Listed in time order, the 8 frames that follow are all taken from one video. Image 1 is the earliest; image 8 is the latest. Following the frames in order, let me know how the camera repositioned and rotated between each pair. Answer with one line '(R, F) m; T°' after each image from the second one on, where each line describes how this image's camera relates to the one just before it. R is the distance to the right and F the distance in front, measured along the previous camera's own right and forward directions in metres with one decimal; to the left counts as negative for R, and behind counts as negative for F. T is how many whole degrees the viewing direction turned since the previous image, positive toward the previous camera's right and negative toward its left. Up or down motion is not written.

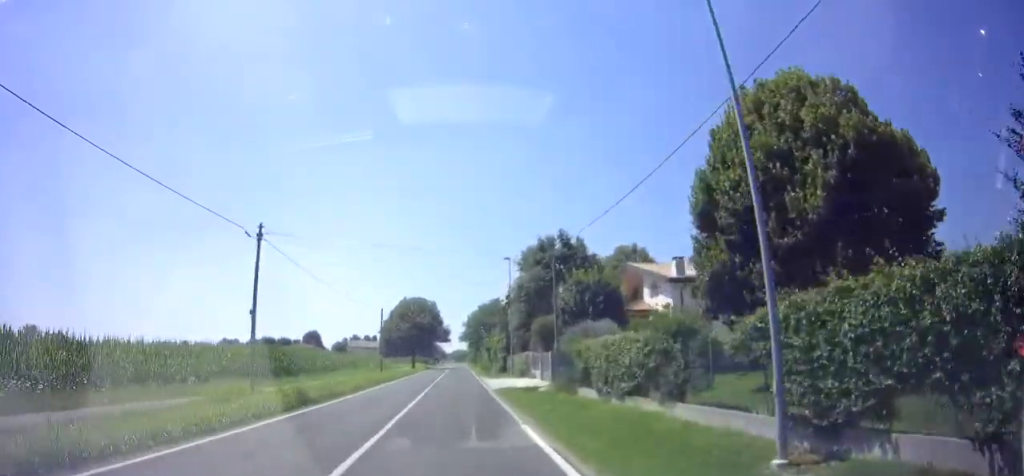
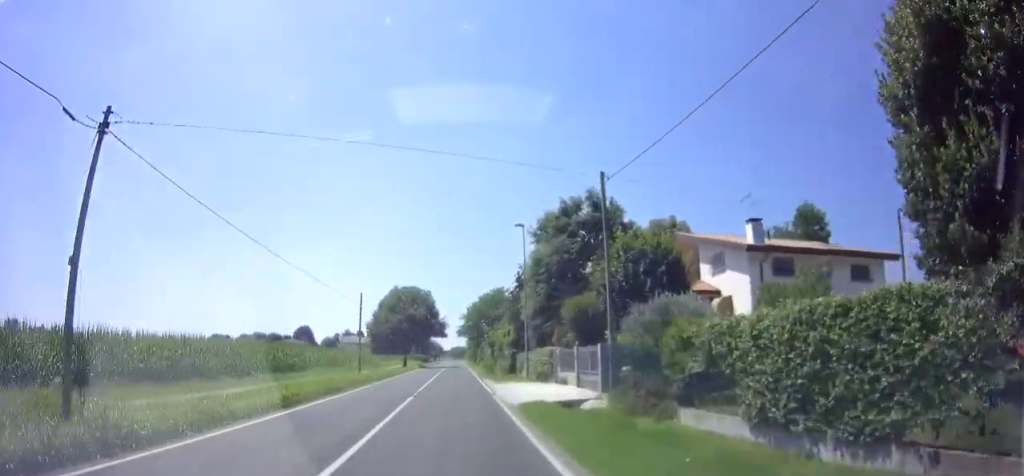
(-0.3, +10.4) m; 0°
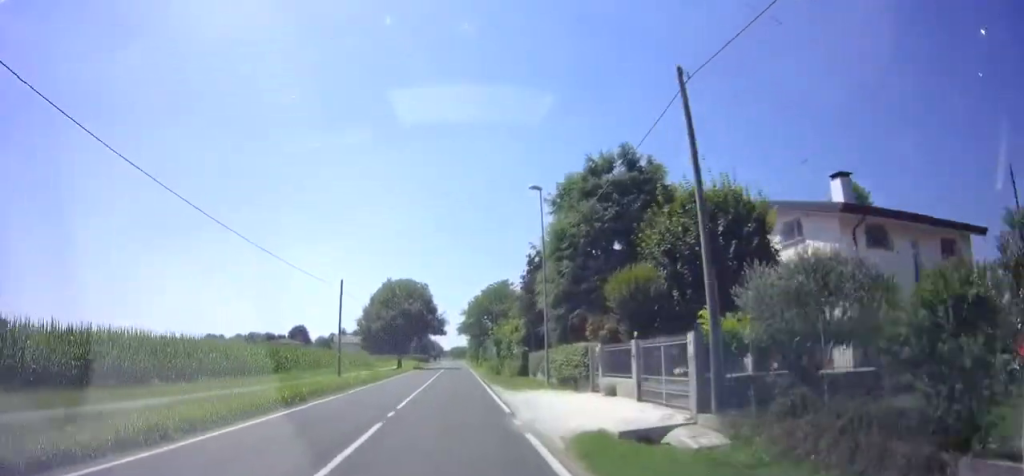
(+0.2, +7.0) m; 0°
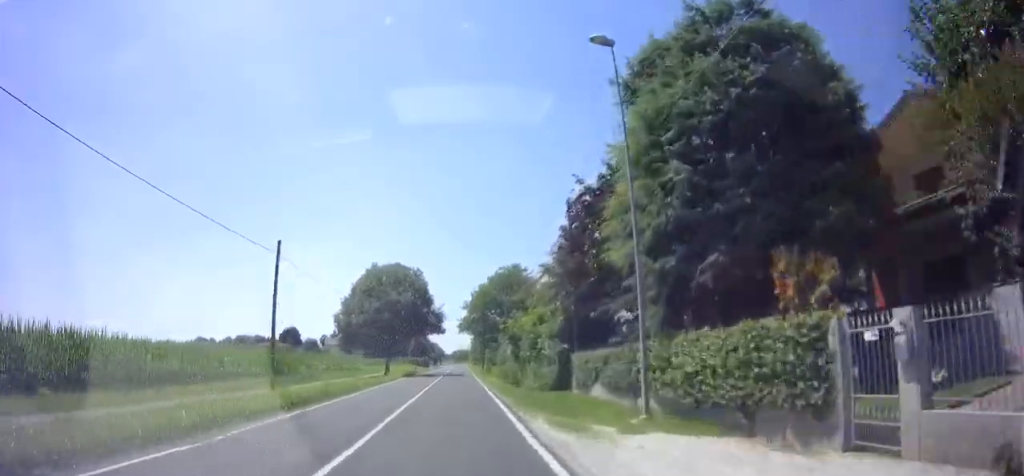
(+0.1, +12.4) m; 0°
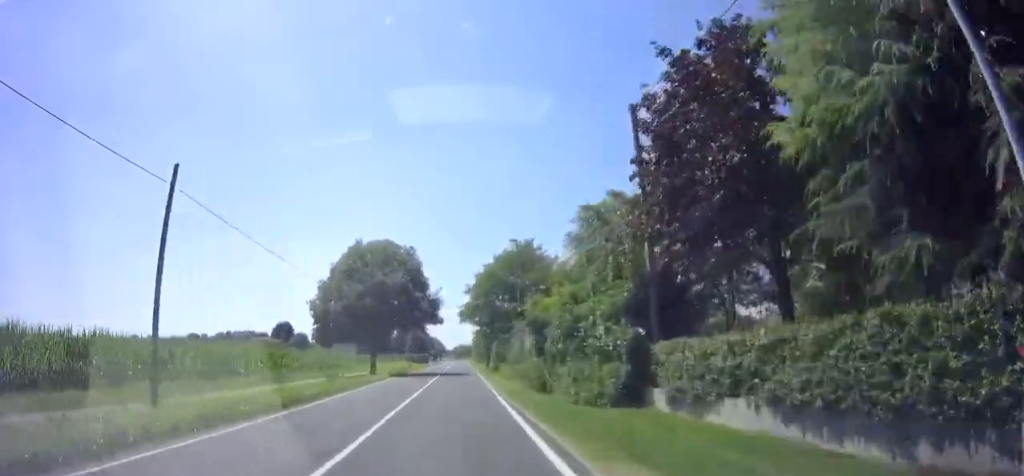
(-0.2, +9.0) m; -1°
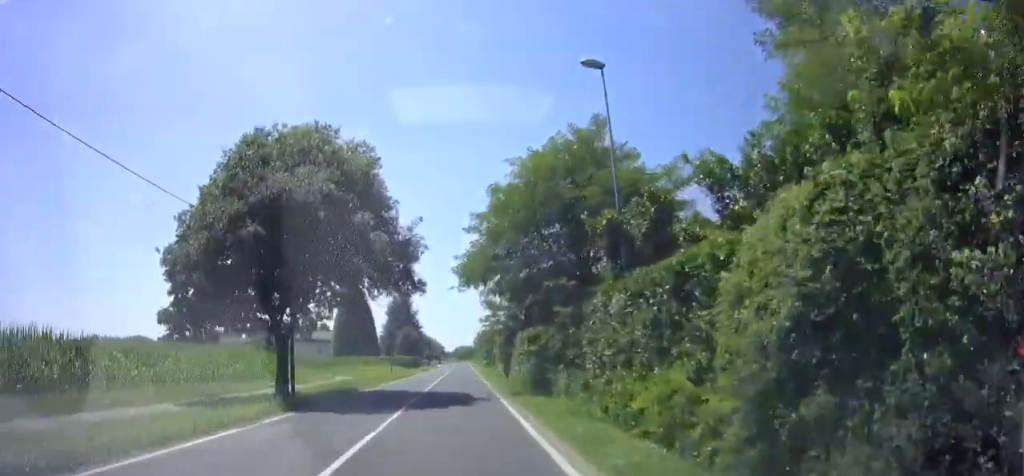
(+0.3, +23.0) m; +2°
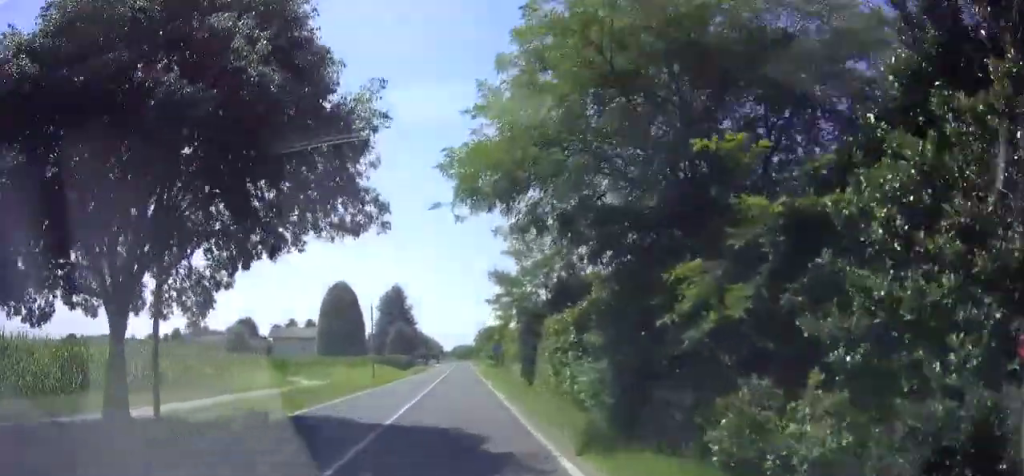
(+0.2, +11.1) m; 0°
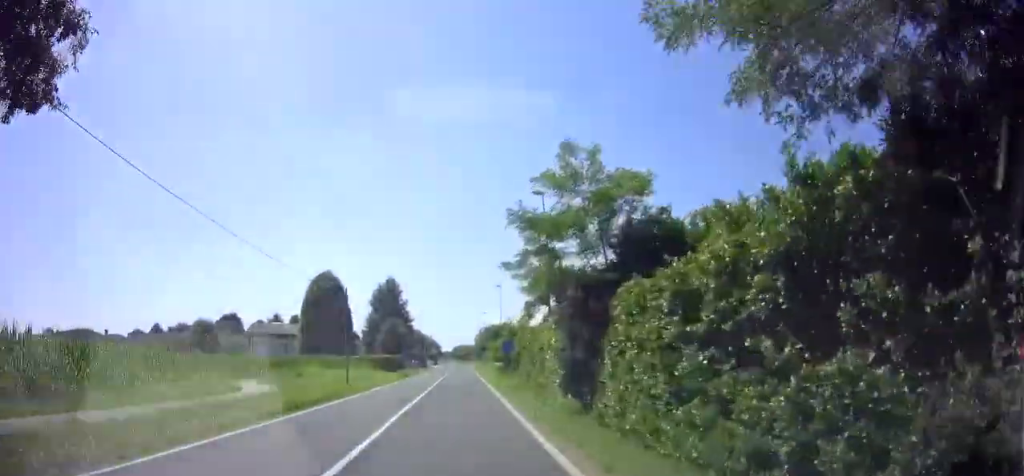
(-0.3, +10.0) m; 0°
